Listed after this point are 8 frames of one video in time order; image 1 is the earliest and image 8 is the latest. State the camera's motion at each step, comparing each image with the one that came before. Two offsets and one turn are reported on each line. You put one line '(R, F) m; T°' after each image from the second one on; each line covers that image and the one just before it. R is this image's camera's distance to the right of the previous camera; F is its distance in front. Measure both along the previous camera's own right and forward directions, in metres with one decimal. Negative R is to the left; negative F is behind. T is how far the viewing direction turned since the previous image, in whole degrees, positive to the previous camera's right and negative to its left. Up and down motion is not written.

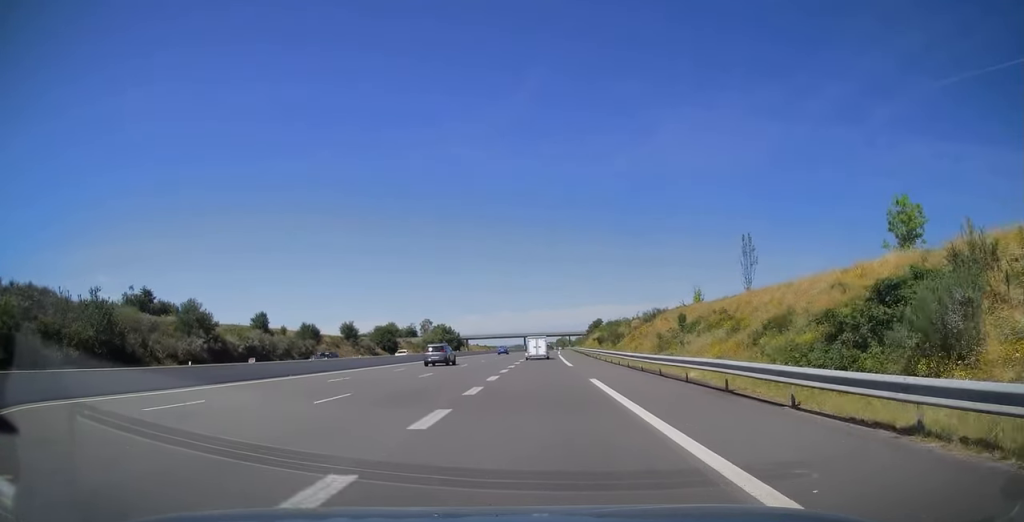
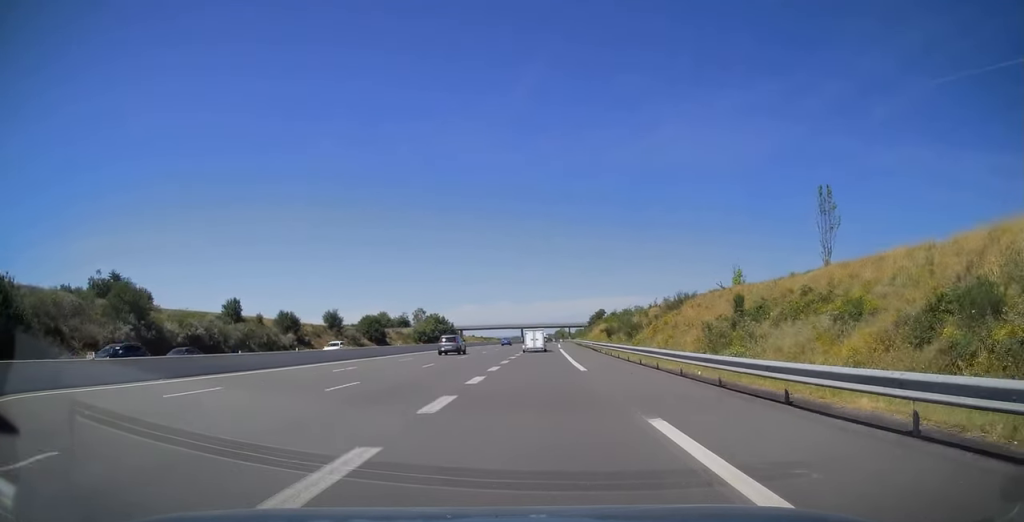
(0.0, +12.2) m; 0°
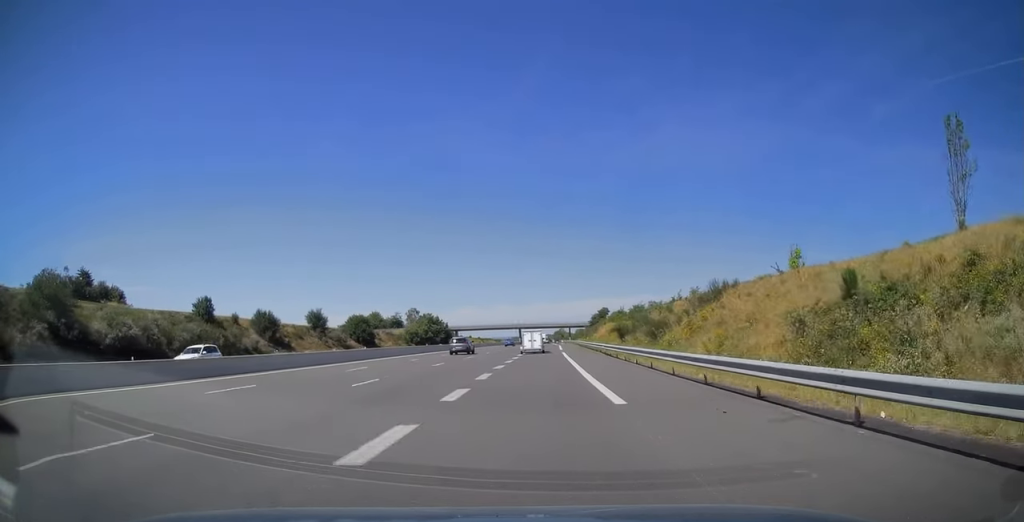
(0.0, +11.0) m; 0°
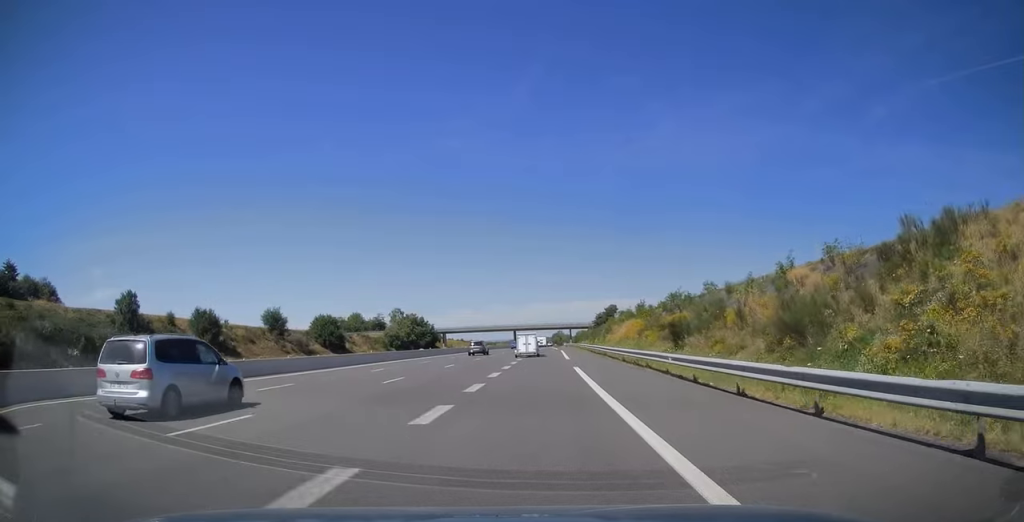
(+0.1, +23.0) m; 0°
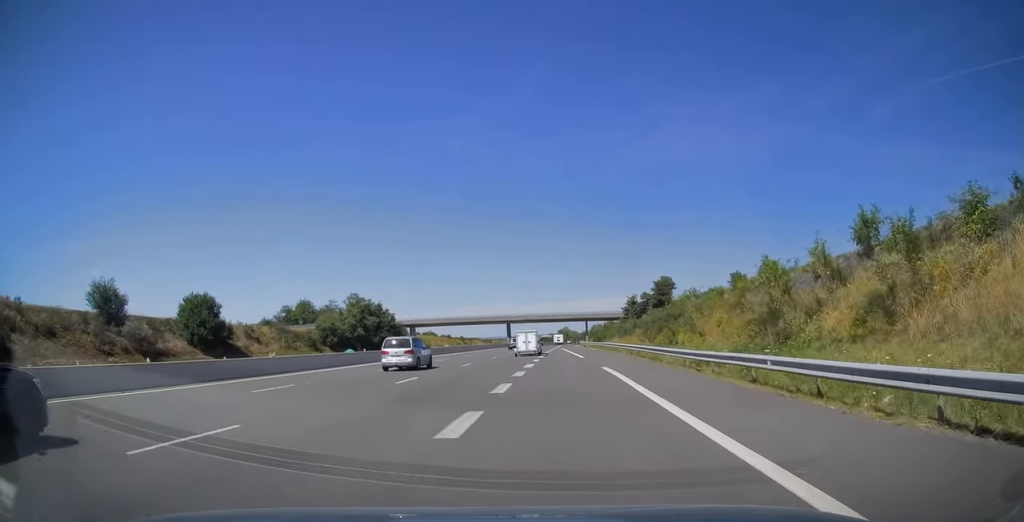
(0.0, +54.4) m; 0°
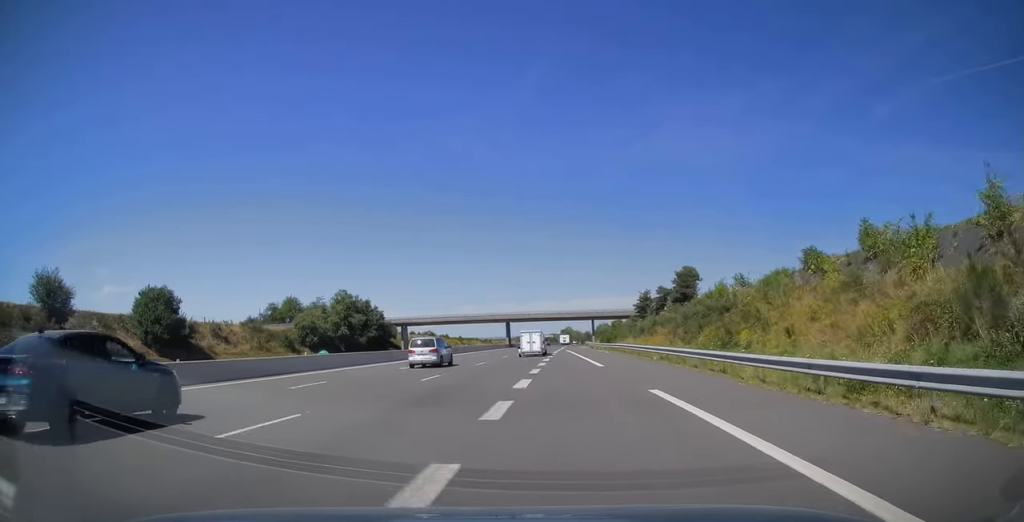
(0.0, +11.3) m; 0°
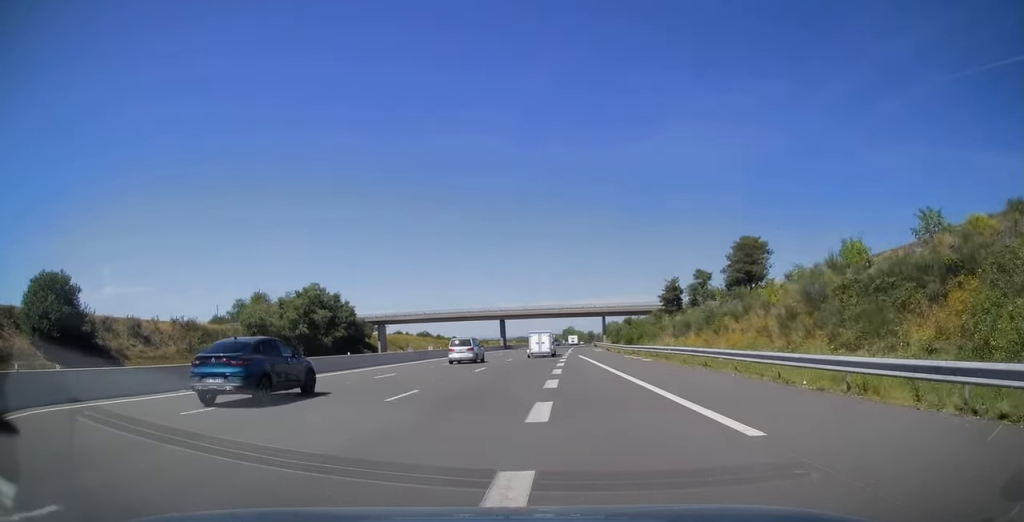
(-0.1, +20.0) m; 0°
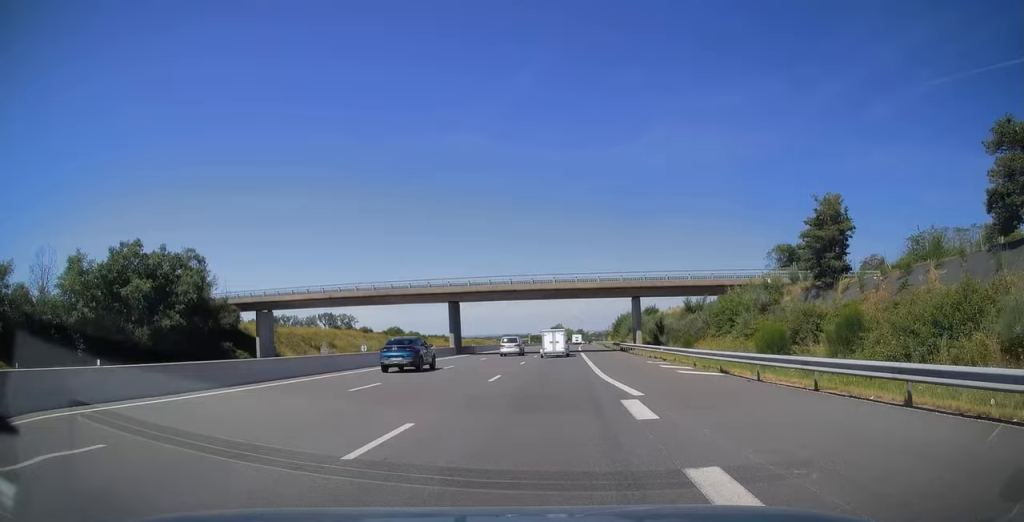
(0.0, +46.5) m; +1°
